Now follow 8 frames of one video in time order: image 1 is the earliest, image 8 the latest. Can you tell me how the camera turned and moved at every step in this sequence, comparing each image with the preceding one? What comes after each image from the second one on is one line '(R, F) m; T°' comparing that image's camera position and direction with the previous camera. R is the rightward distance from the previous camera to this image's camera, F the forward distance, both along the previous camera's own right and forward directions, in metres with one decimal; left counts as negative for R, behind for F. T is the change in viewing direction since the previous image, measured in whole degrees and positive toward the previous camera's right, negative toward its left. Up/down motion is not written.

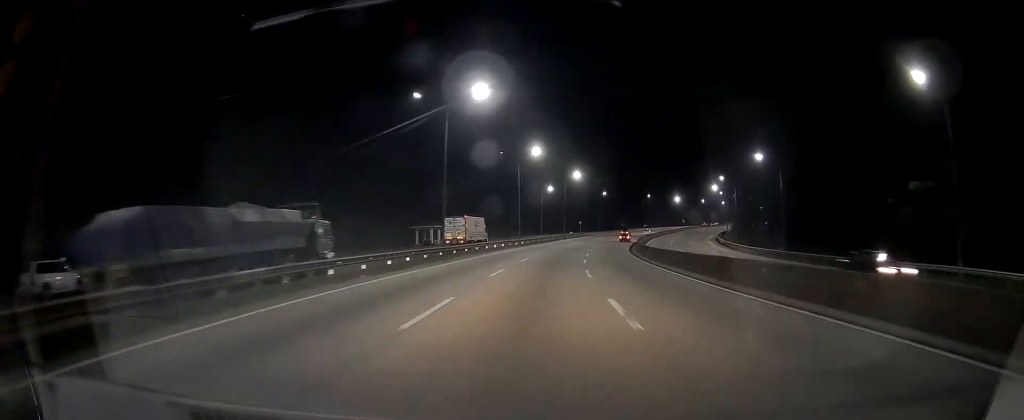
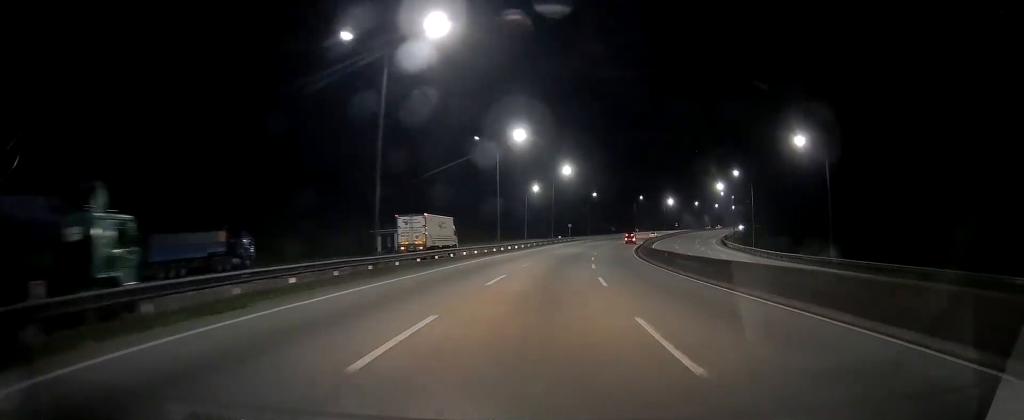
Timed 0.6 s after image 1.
(-0.1, +14.8) m; +1°
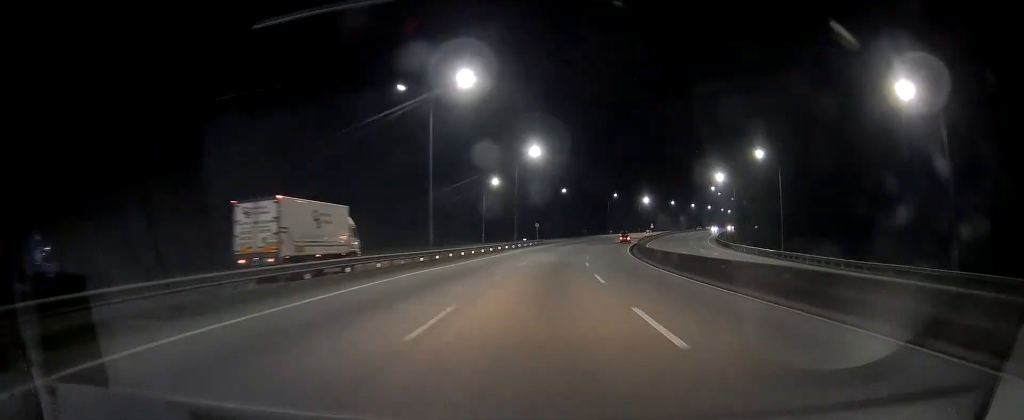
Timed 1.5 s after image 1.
(+0.7, +22.3) m; +4°
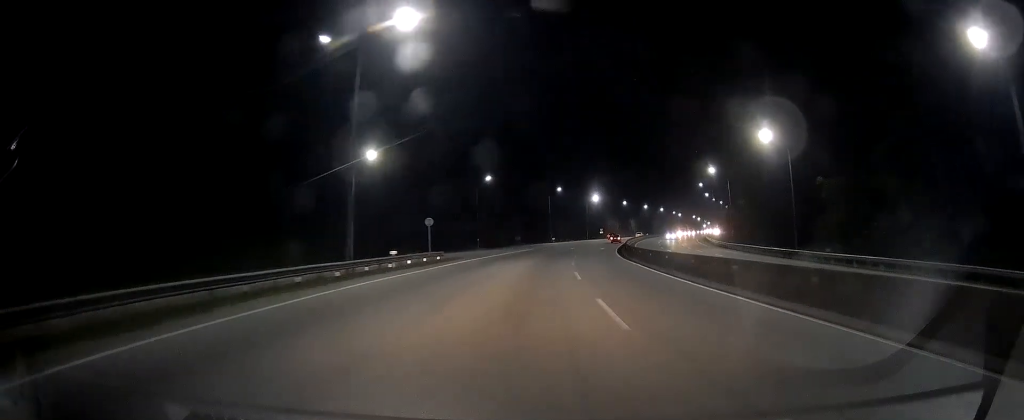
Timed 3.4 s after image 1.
(+2.9, +46.3) m; +7°
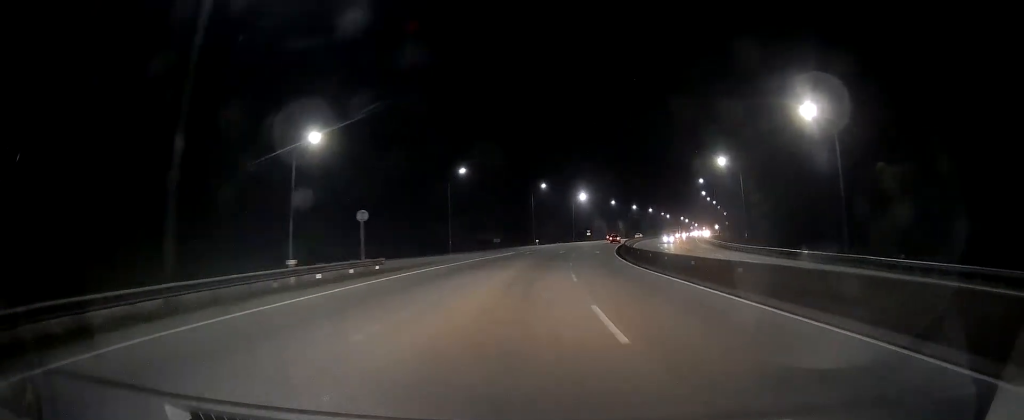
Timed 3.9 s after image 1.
(0.0, +13.3) m; +2°
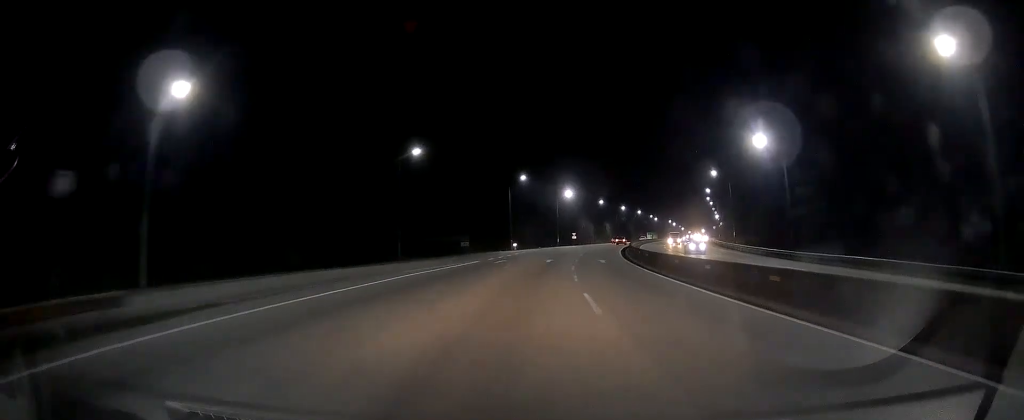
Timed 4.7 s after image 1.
(+0.7, +20.8) m; +4°
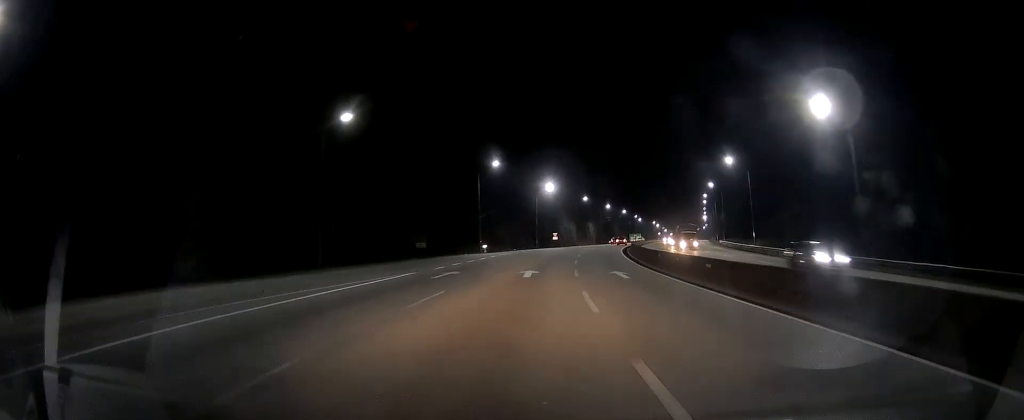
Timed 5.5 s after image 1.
(+0.7, +18.3) m; +2°
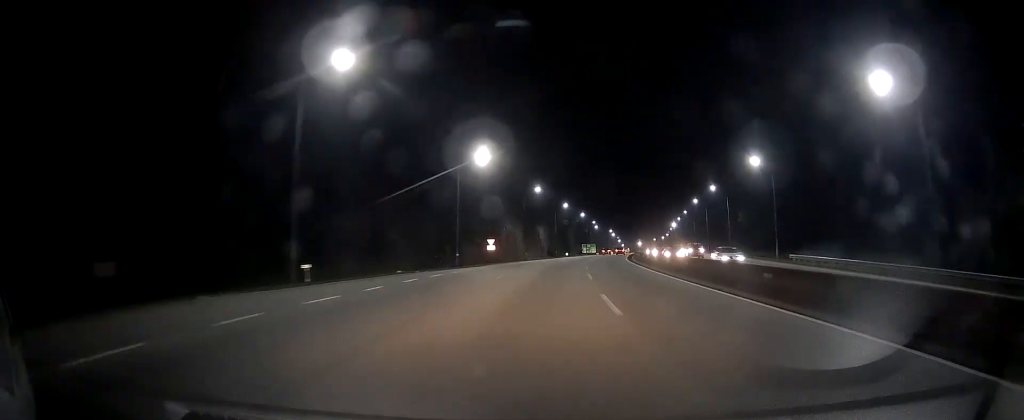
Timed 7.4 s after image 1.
(+2.0, +48.4) m; +5°
